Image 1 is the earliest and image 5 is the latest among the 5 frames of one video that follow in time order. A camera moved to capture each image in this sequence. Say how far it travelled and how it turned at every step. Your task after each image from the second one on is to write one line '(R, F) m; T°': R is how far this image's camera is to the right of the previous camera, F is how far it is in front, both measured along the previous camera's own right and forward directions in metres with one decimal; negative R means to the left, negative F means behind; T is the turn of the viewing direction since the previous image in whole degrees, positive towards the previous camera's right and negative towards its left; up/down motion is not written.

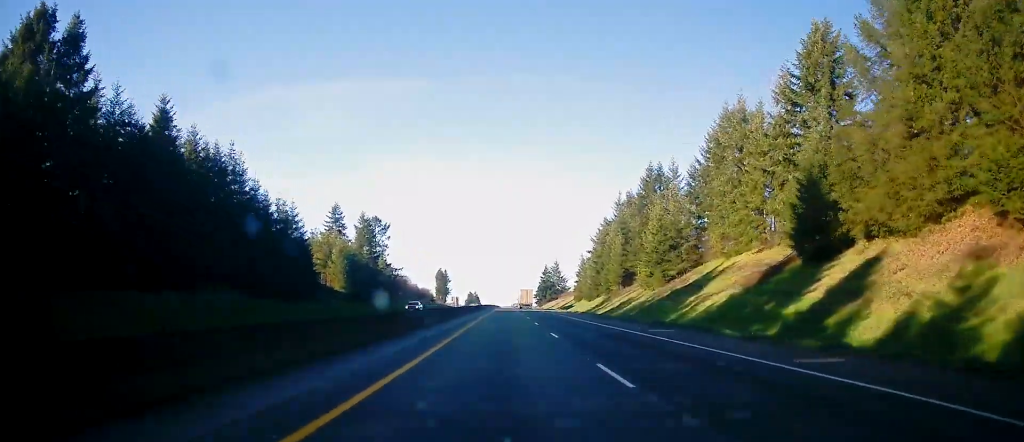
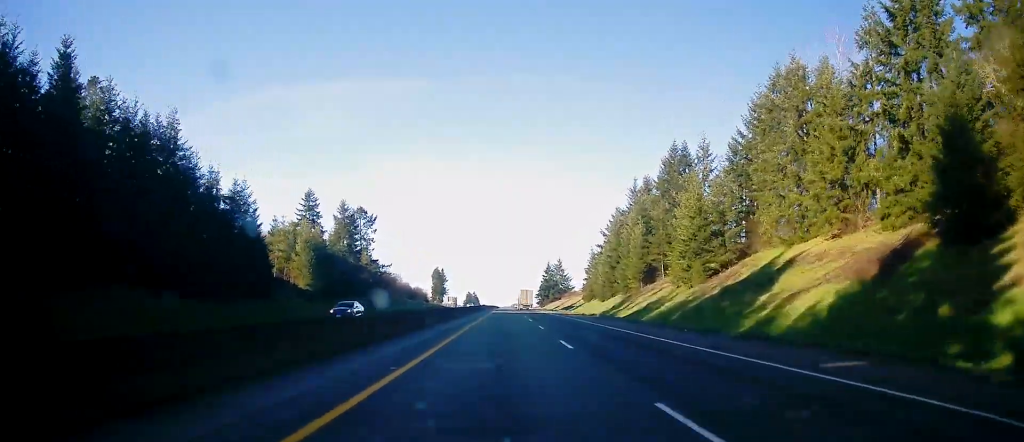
(0.0, +16.6) m; 0°
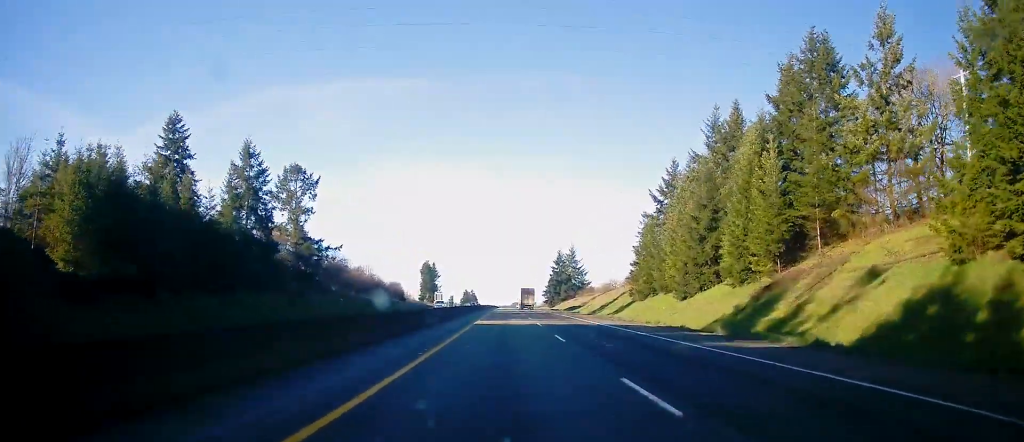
(0.0, +46.4) m; 0°
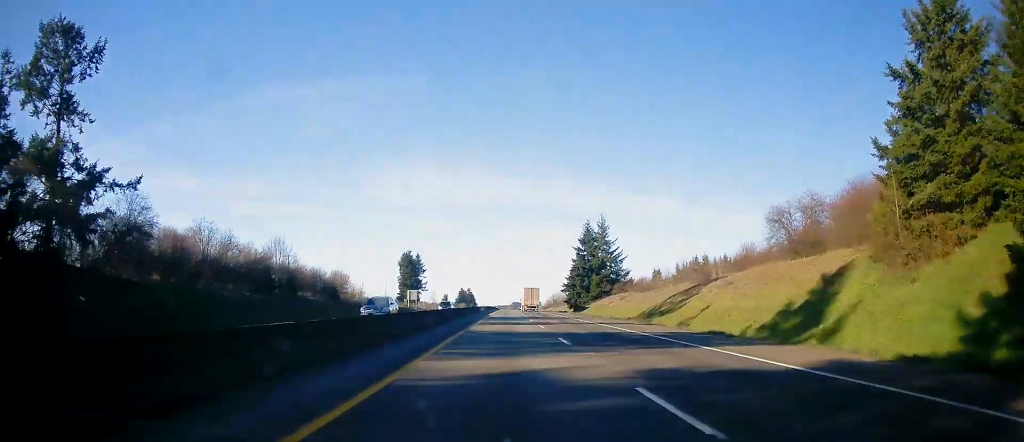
(0.0, +61.8) m; 0°
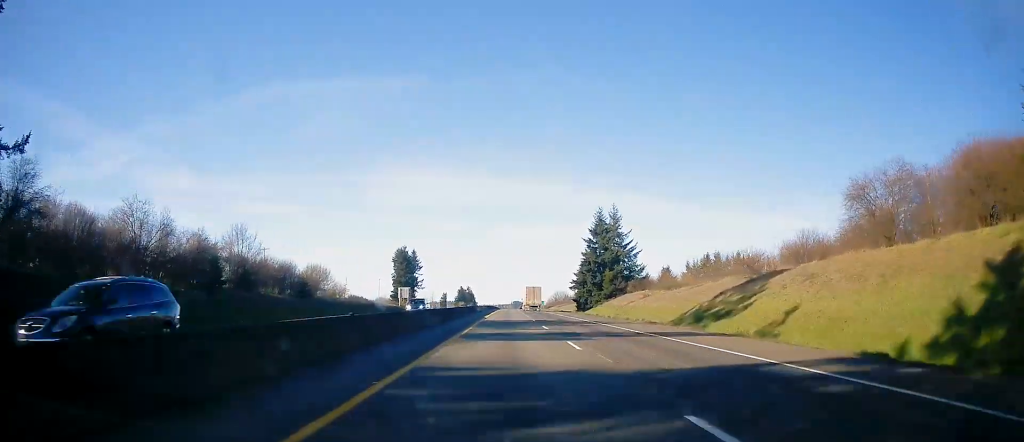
(-0.1, +14.4) m; 0°
